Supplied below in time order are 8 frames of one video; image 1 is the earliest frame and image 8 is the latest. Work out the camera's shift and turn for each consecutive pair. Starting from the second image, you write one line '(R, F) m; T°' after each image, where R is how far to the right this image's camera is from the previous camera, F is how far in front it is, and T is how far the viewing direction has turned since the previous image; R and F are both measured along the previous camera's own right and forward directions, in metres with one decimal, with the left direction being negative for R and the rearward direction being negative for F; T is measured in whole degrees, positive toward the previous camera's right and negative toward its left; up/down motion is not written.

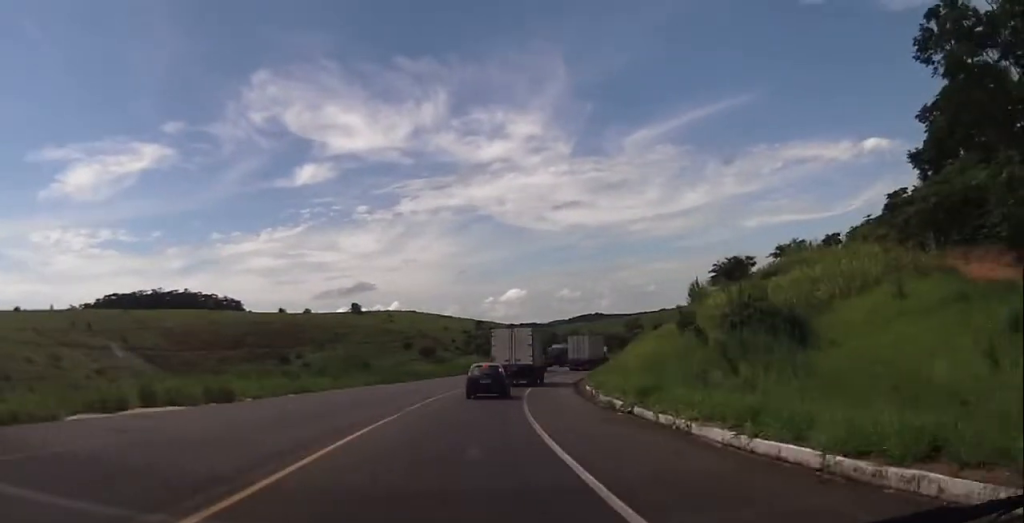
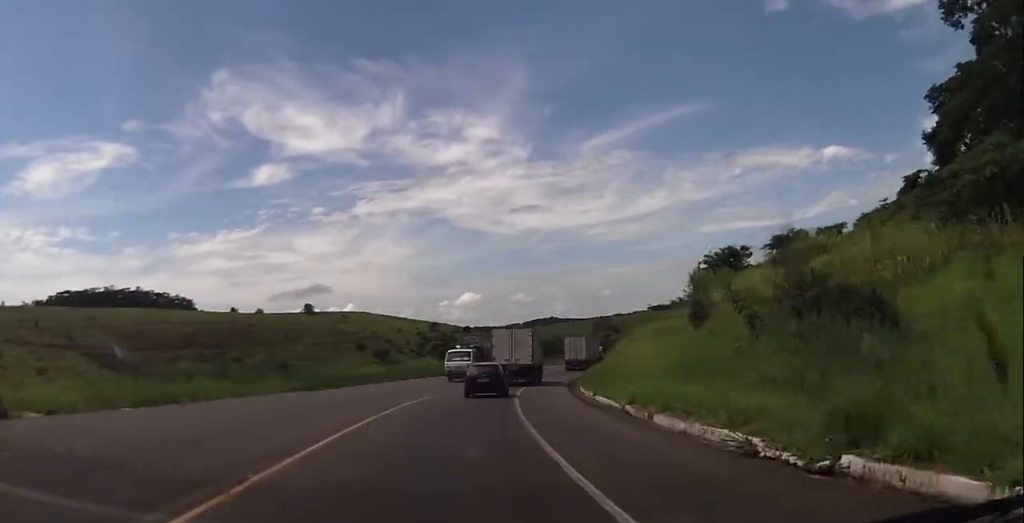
(+0.5, +12.7) m; +3°
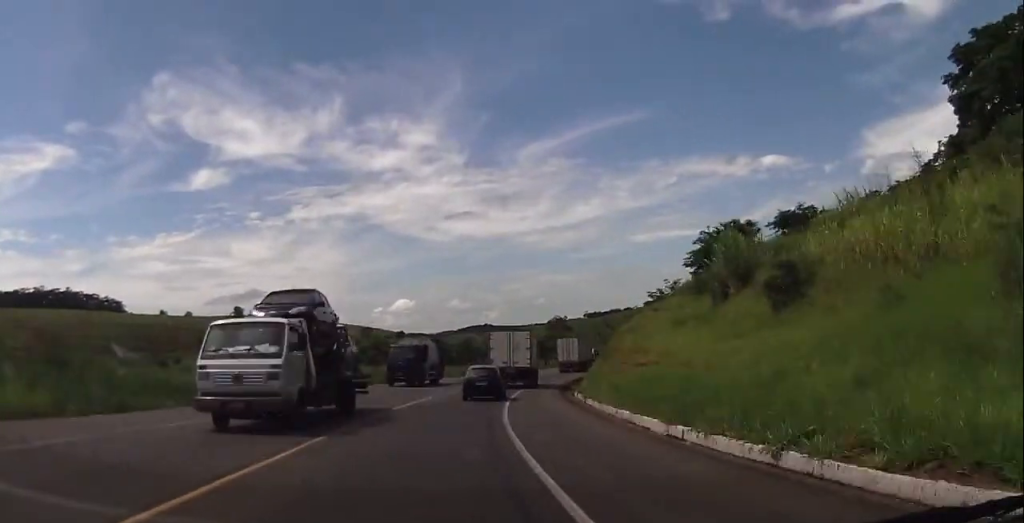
(+0.8, +19.2) m; +6°
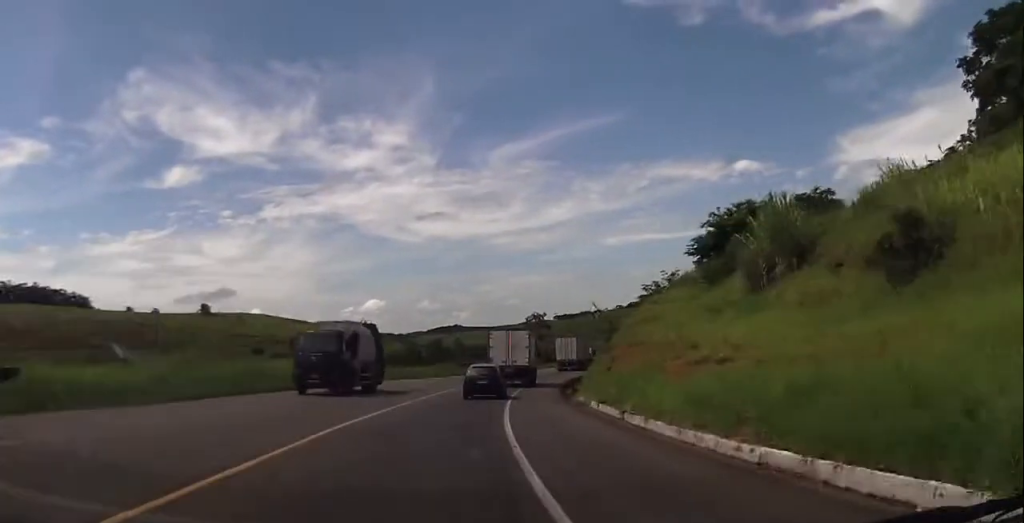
(-0.1, +9.8) m; +3°
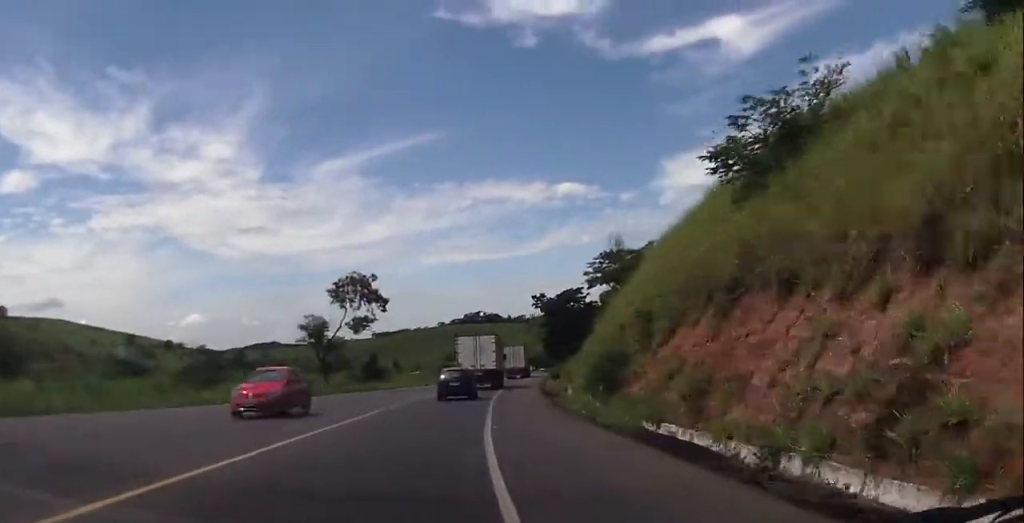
(+7.7, +56.6) m; +15°
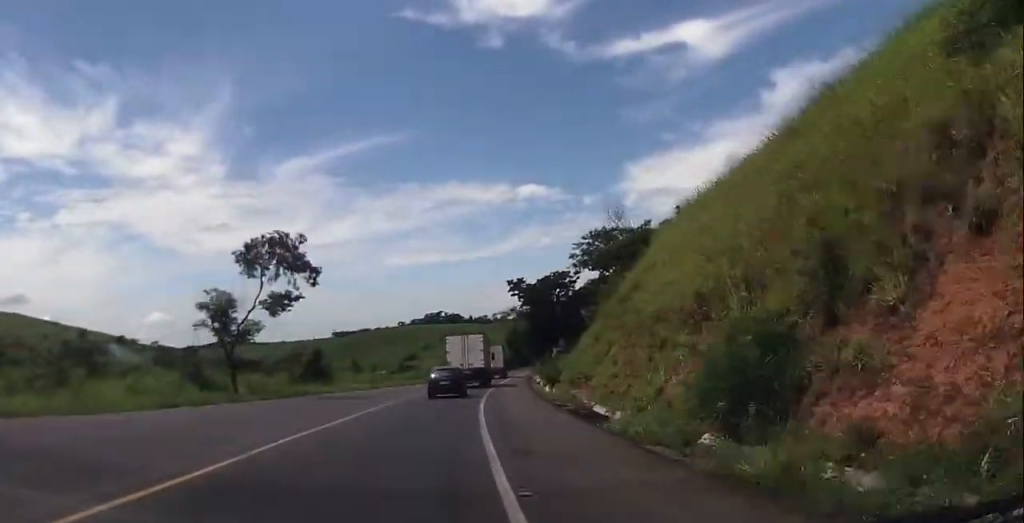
(+0.5, +14.7) m; +4°
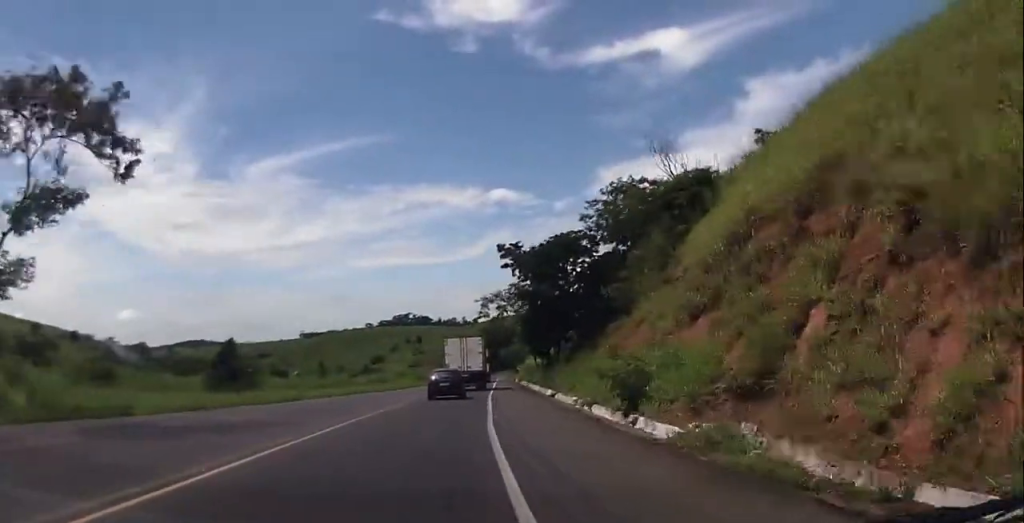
(+1.1, +20.3) m; +4°
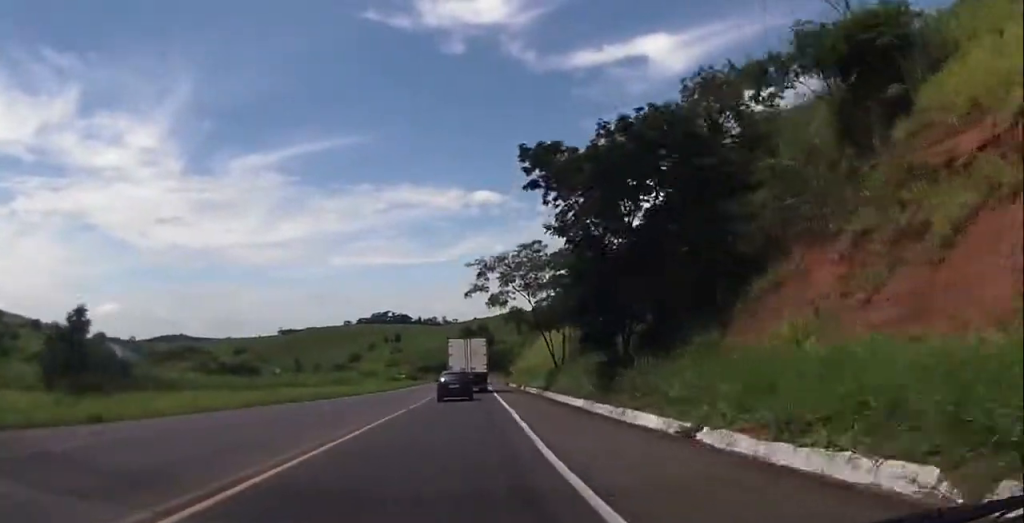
(+0.1, +21.0) m; +2°
